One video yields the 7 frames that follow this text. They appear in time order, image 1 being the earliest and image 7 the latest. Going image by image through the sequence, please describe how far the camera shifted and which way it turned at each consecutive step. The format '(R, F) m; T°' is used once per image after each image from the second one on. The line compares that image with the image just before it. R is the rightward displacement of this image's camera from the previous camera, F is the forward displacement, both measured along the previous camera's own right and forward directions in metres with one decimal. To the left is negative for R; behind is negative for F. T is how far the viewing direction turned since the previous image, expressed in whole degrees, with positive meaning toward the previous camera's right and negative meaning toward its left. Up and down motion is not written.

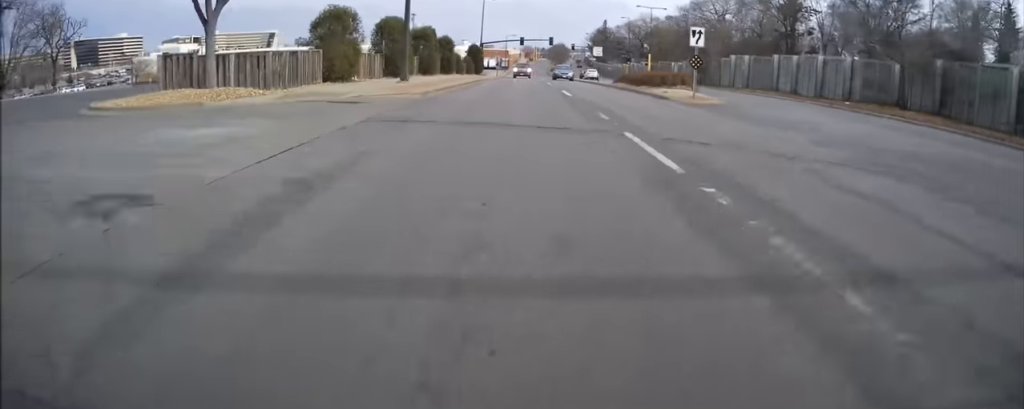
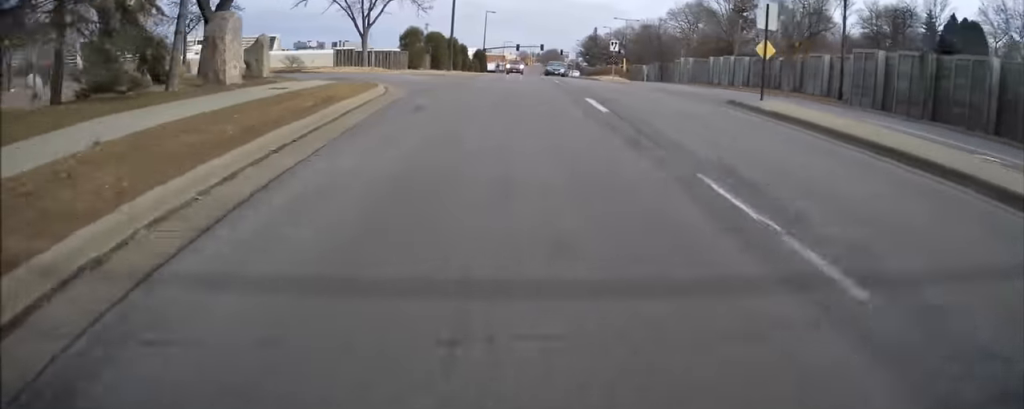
(+0.2, +20.7) m; -1°
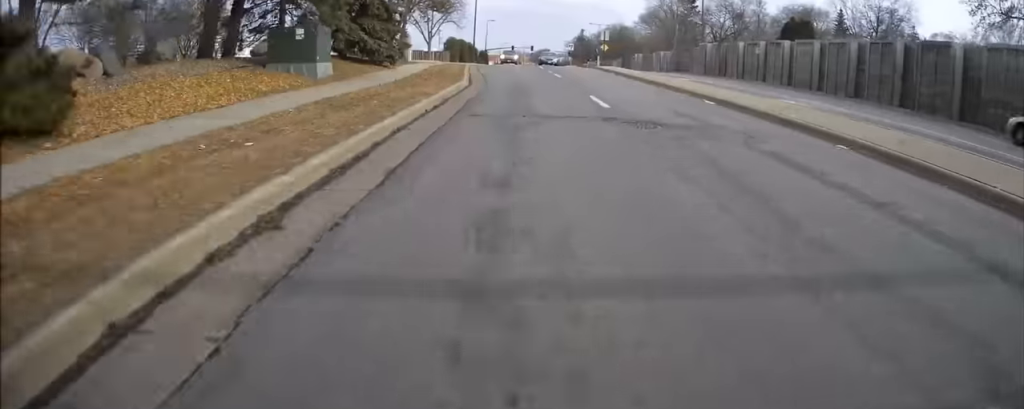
(-0.2, +30.8) m; +1°
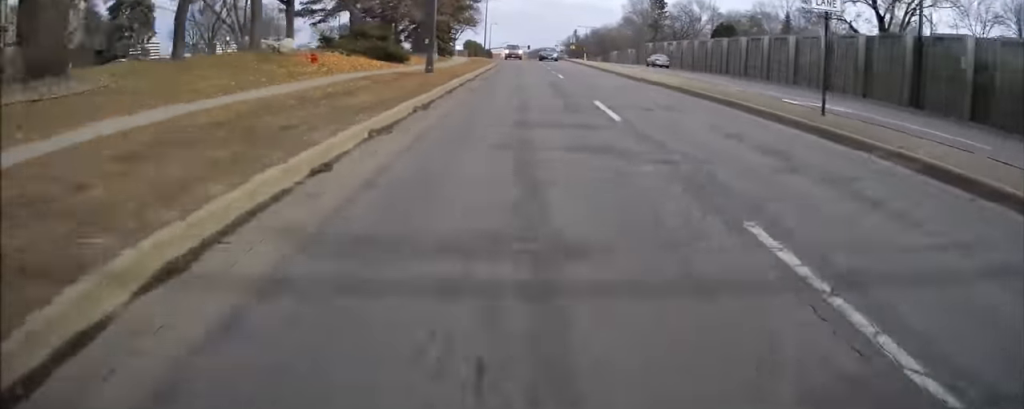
(+0.3, +28.2) m; +1°
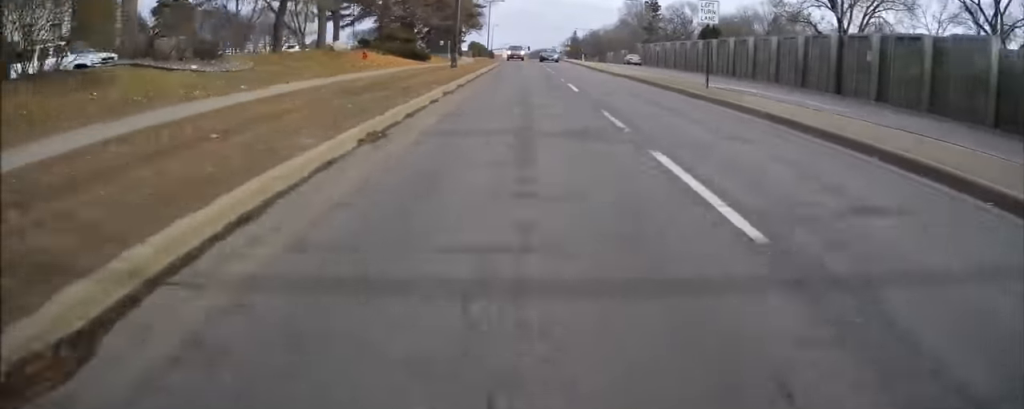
(0.0, +8.0) m; +1°
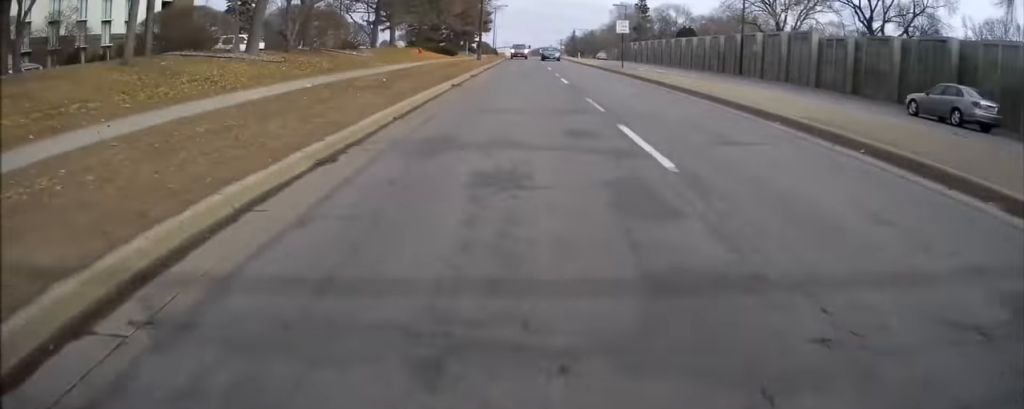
(+0.3, +17.1) m; 0°
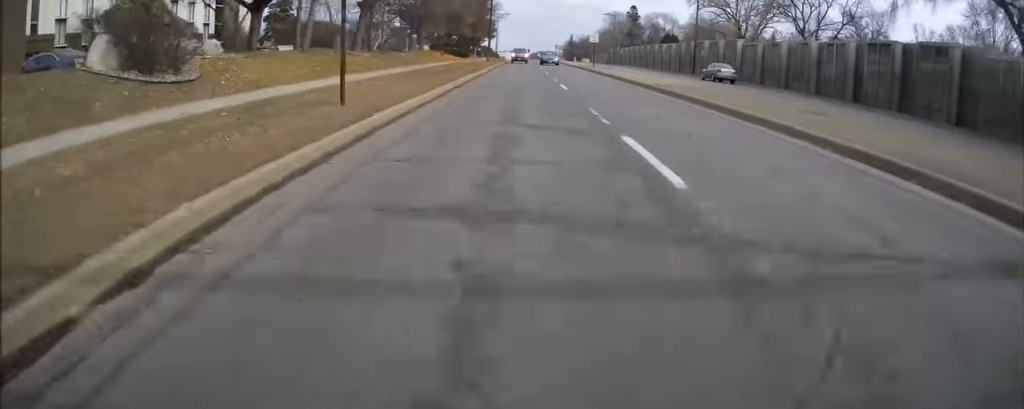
(-0.1, +14.8) m; -1°
